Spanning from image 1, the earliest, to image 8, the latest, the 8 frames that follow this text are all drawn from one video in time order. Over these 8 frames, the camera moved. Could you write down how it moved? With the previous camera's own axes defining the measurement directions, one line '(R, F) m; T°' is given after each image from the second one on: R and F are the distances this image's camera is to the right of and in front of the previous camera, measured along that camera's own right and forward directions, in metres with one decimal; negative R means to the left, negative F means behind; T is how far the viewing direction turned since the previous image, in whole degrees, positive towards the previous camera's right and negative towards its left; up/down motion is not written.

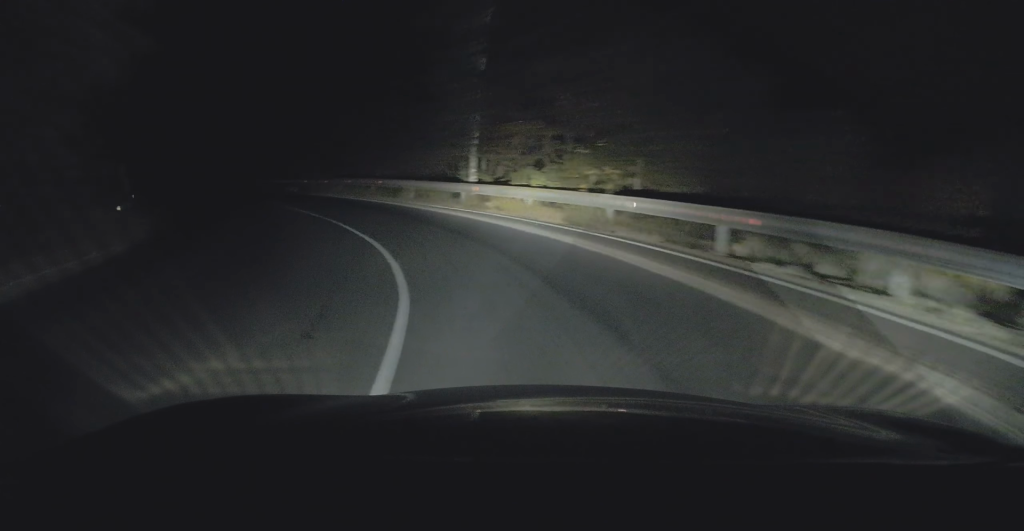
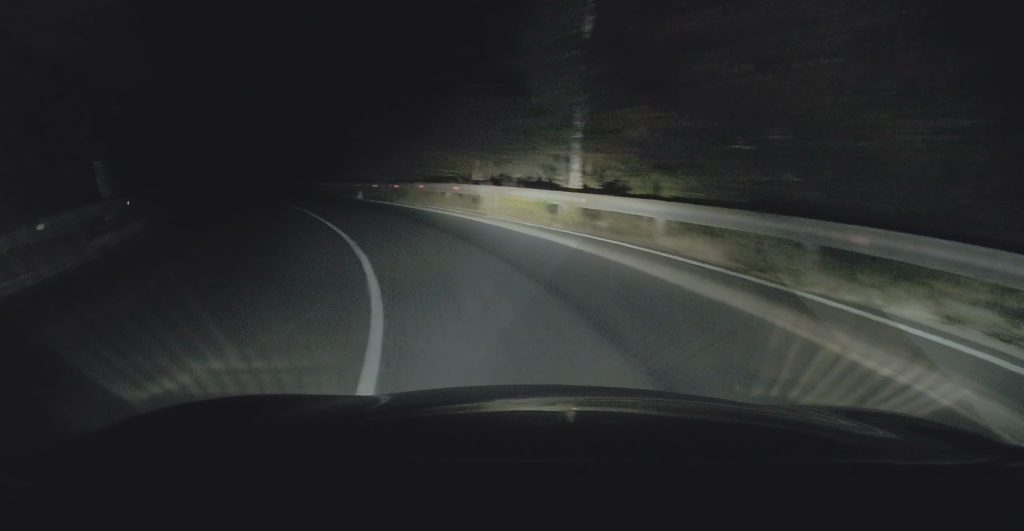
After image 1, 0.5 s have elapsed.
(-0.5, +5.8) m; -9°
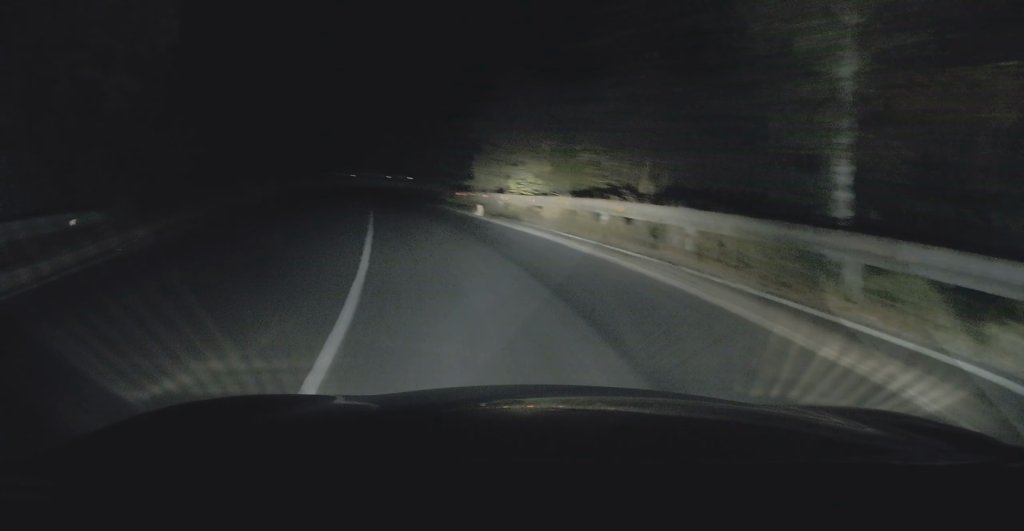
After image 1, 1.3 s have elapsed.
(-0.9, +7.7) m; -12°
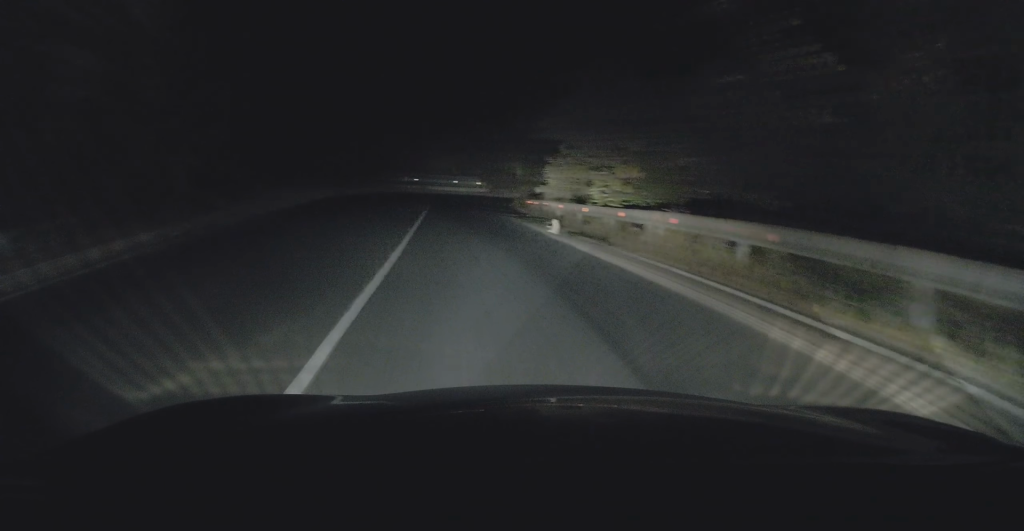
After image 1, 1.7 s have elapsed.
(-0.4, +4.7) m; -7°
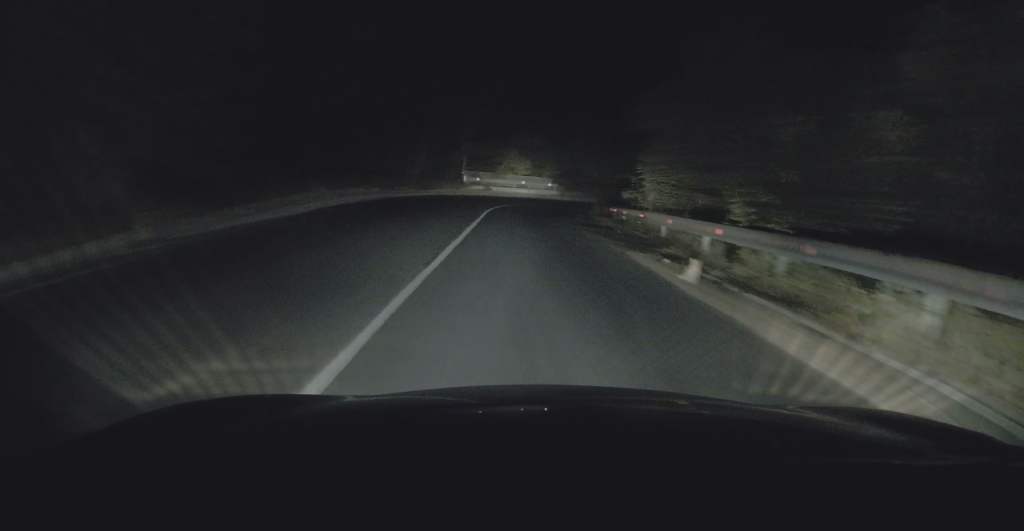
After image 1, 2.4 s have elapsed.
(-0.7, +7.1) m; -7°
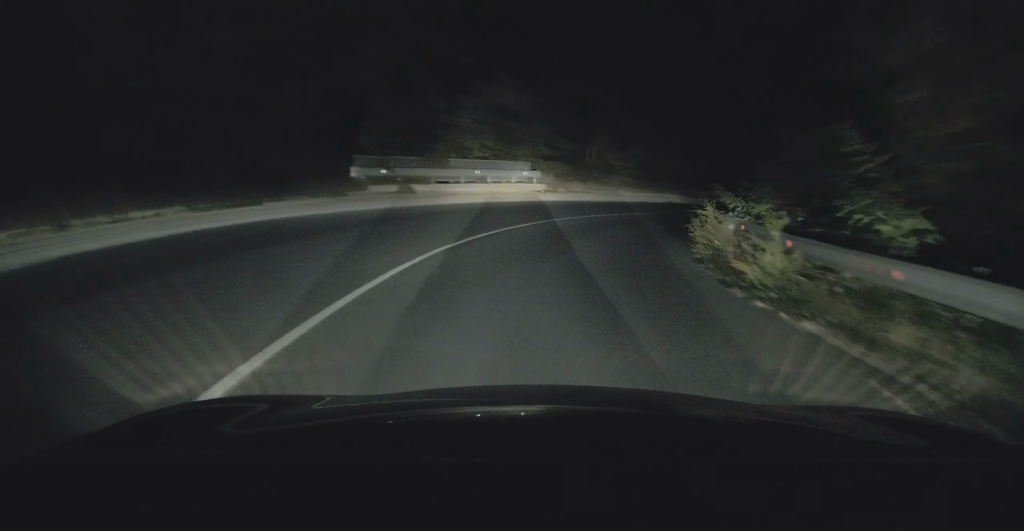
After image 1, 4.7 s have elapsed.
(-2.0, +25.3) m; -2°
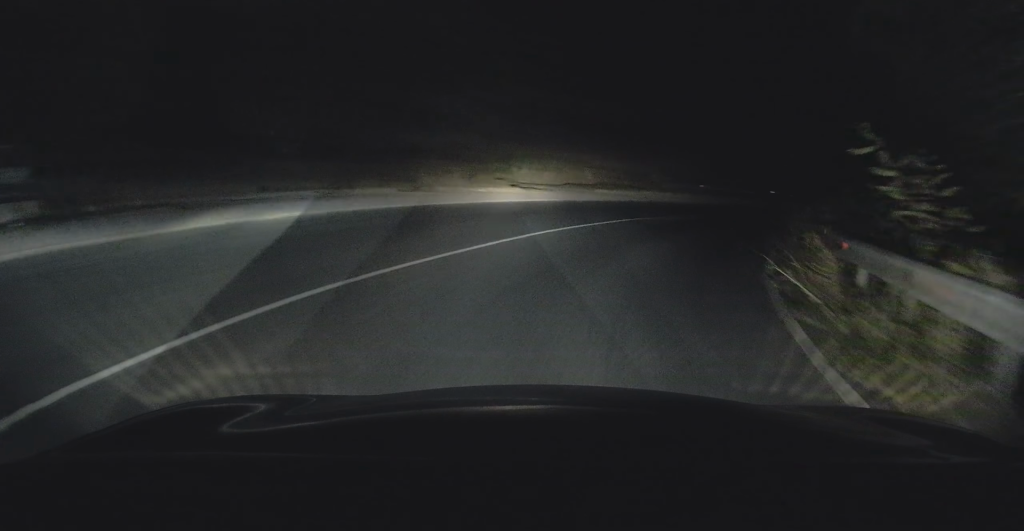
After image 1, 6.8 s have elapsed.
(+3.6, +21.0) m; +25°
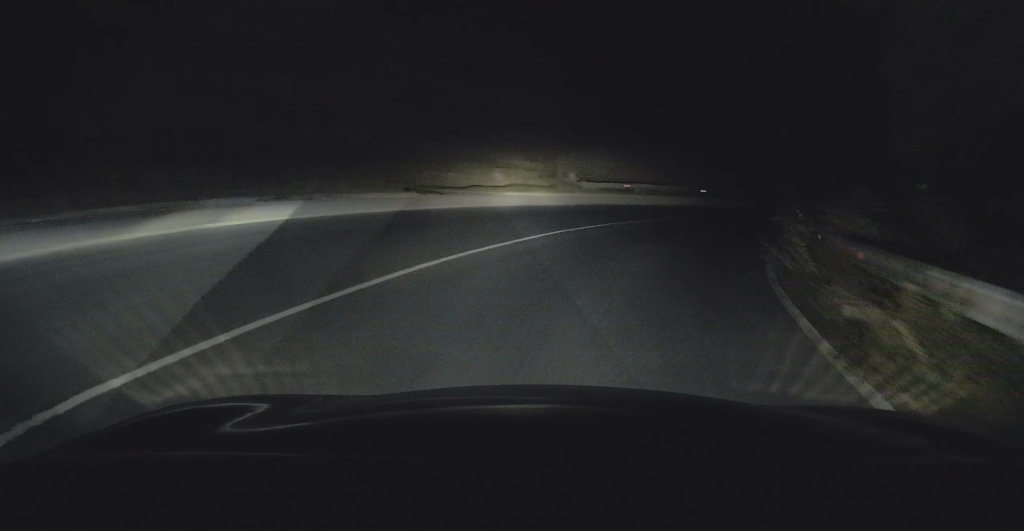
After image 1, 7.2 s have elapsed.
(+0.3, +4.6) m; +6°
